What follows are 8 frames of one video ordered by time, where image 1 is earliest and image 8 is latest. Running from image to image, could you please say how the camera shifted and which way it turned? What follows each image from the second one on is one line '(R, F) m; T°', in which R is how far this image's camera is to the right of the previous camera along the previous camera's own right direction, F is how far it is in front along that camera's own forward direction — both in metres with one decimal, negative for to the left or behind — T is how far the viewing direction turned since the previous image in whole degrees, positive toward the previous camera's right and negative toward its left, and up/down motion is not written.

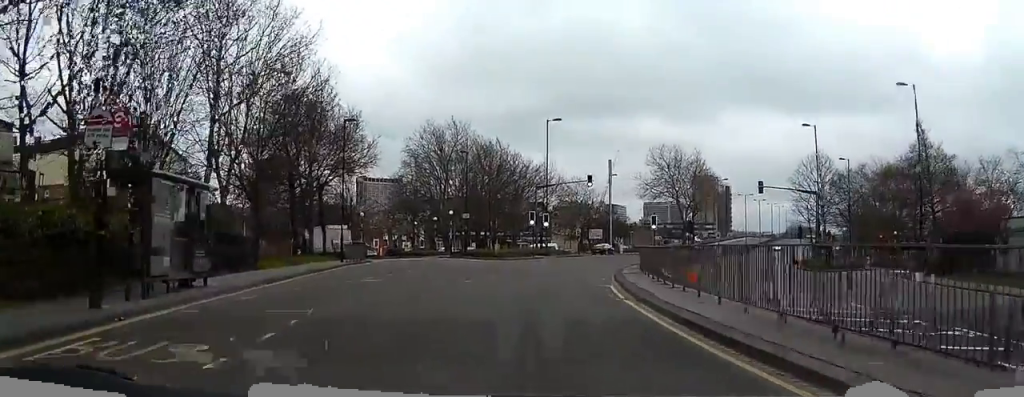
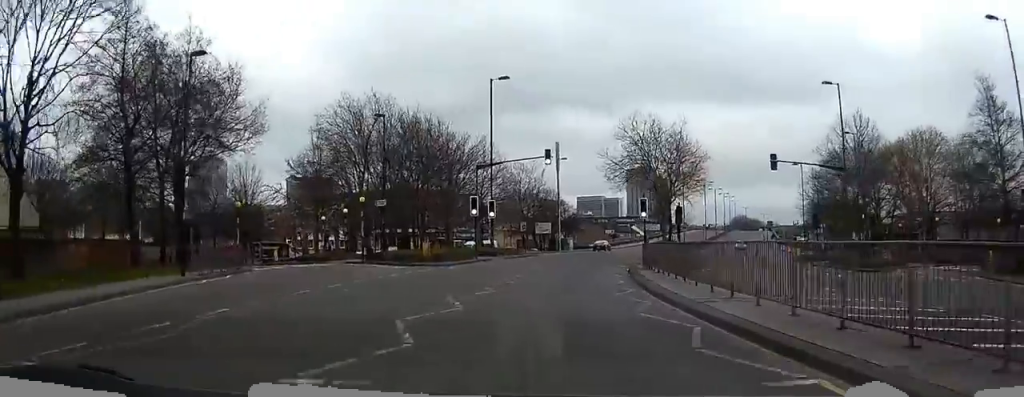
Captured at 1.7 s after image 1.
(+0.4, +16.0) m; +6°
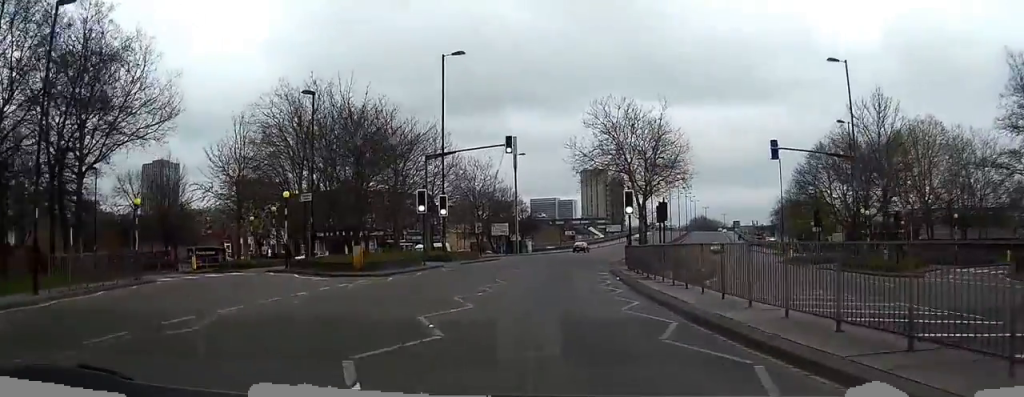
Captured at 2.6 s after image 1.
(+0.4, +7.7) m; +4°
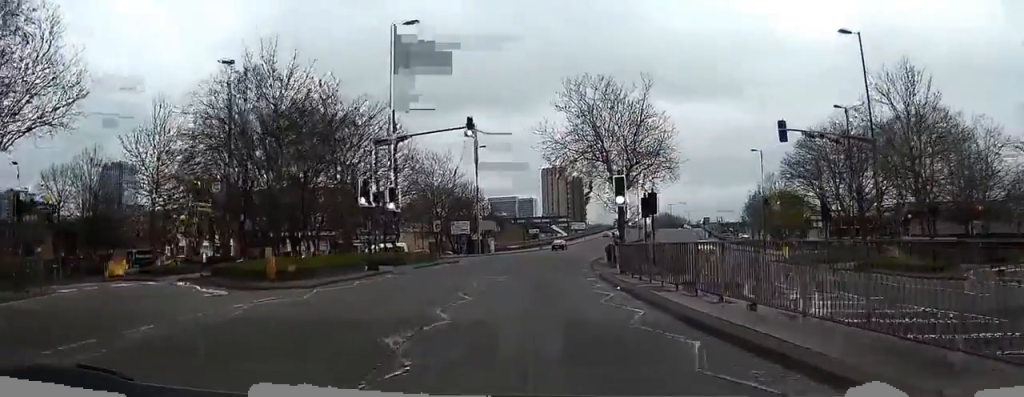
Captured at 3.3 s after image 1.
(+0.3, +6.9) m; +2°
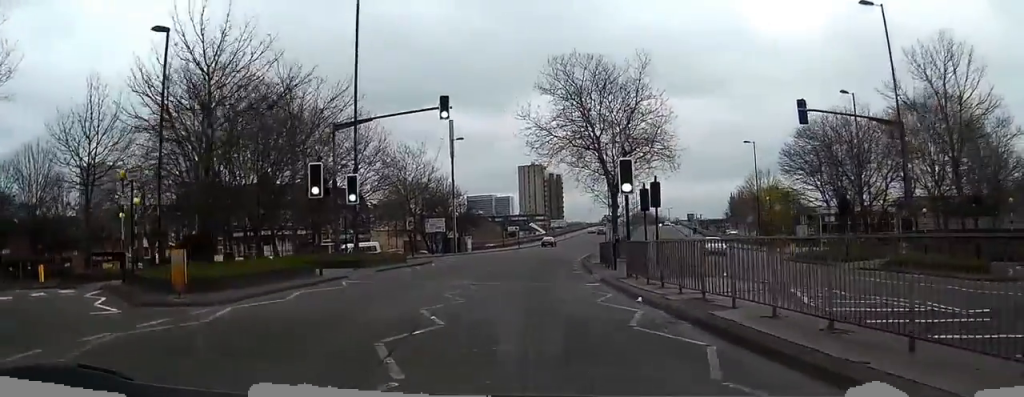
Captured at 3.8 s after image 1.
(+0.1, +4.8) m; +1°
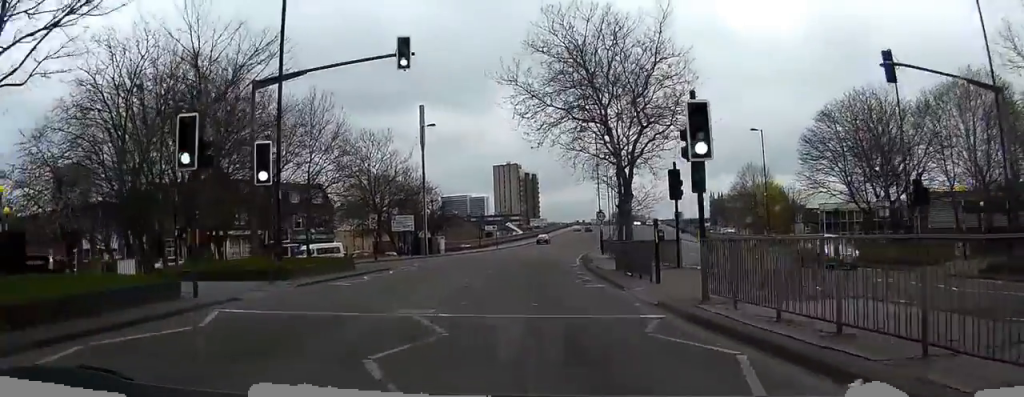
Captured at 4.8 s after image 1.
(+0.2, +9.7) m; +2°
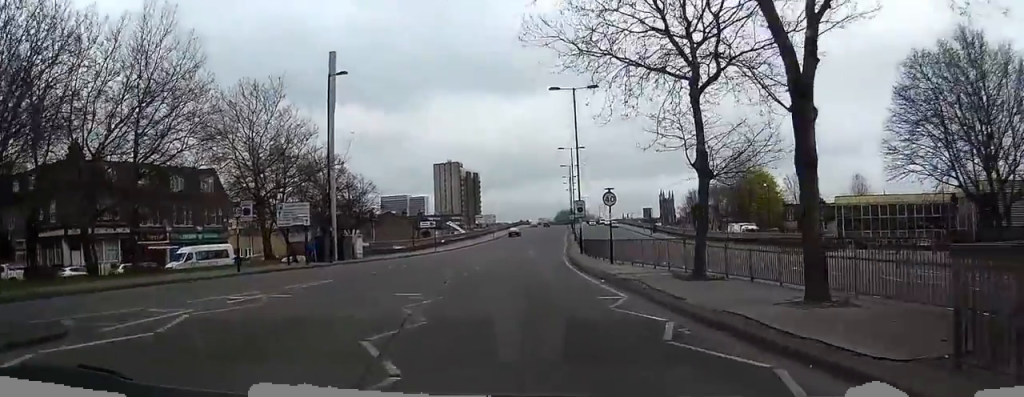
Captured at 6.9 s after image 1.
(+1.0, +22.6) m; +5°
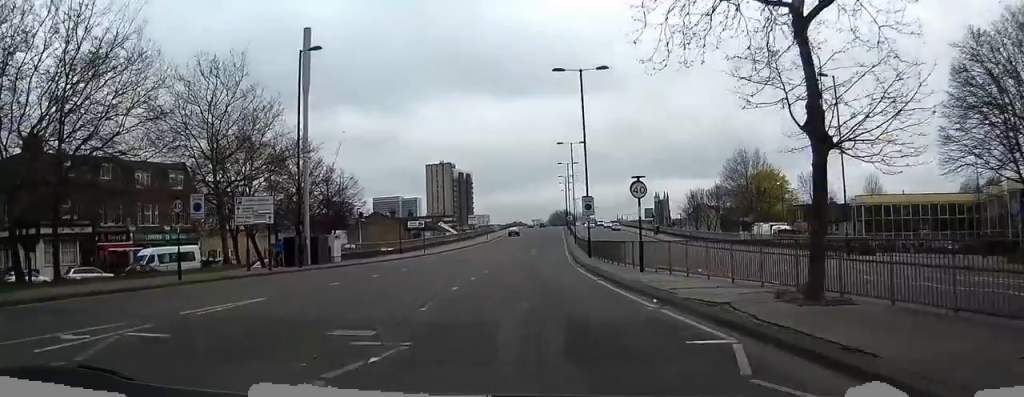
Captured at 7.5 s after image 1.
(0.0, +6.8) m; +1°
